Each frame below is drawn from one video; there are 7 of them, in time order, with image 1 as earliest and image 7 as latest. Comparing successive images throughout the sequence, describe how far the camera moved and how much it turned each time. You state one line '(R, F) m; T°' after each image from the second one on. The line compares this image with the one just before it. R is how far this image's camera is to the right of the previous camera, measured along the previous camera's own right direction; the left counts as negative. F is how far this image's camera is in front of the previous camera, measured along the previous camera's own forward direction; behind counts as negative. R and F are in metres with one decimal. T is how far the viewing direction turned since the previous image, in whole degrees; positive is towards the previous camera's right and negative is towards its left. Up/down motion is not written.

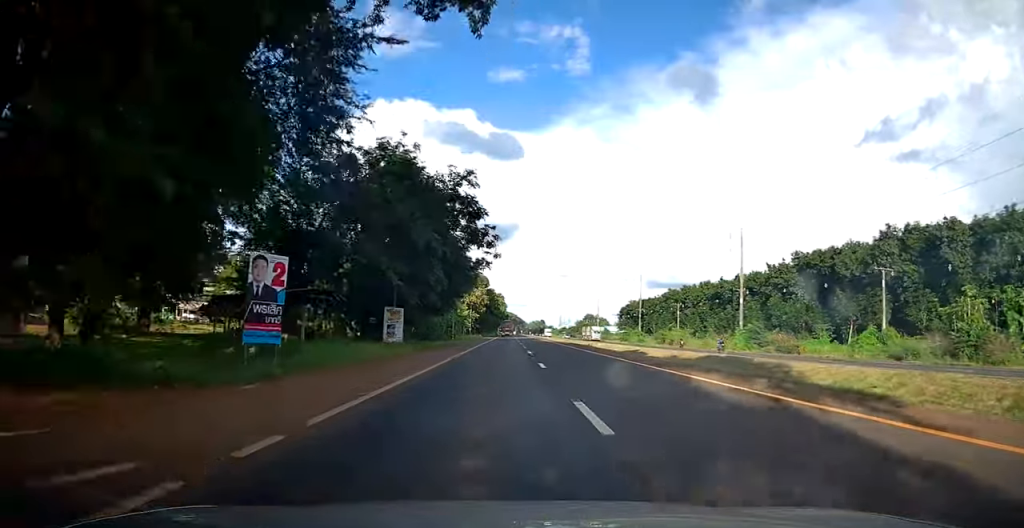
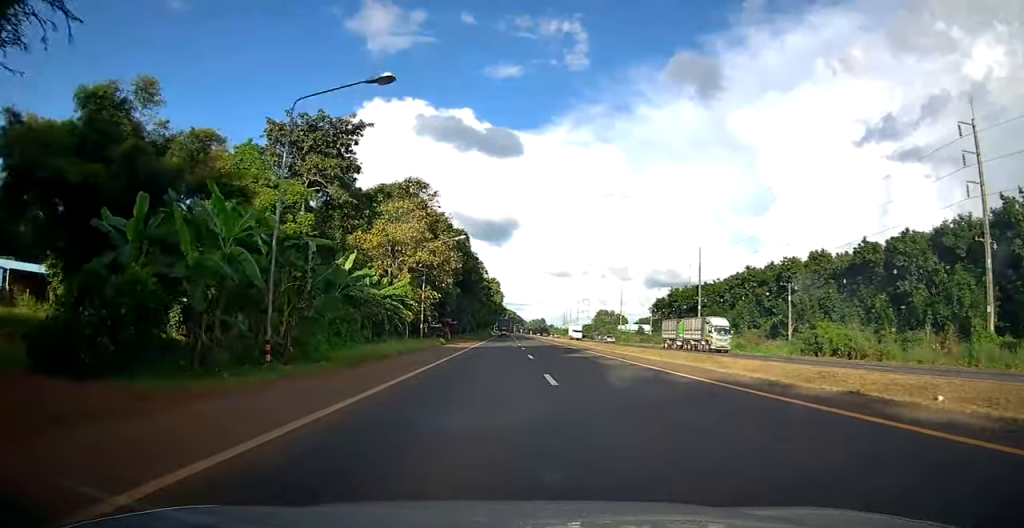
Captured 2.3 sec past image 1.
(-0.6, +54.8) m; 0°
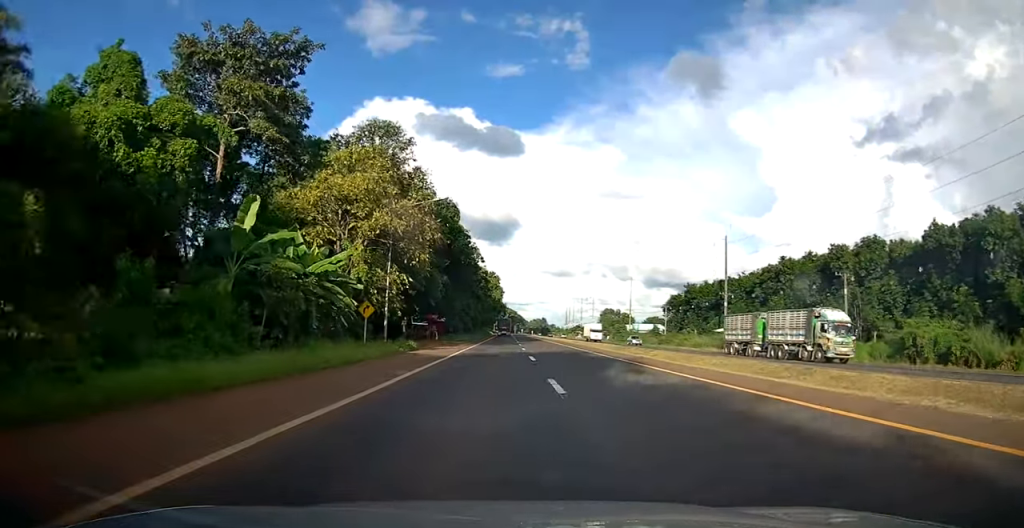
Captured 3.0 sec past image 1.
(+0.1, +14.2) m; 0°
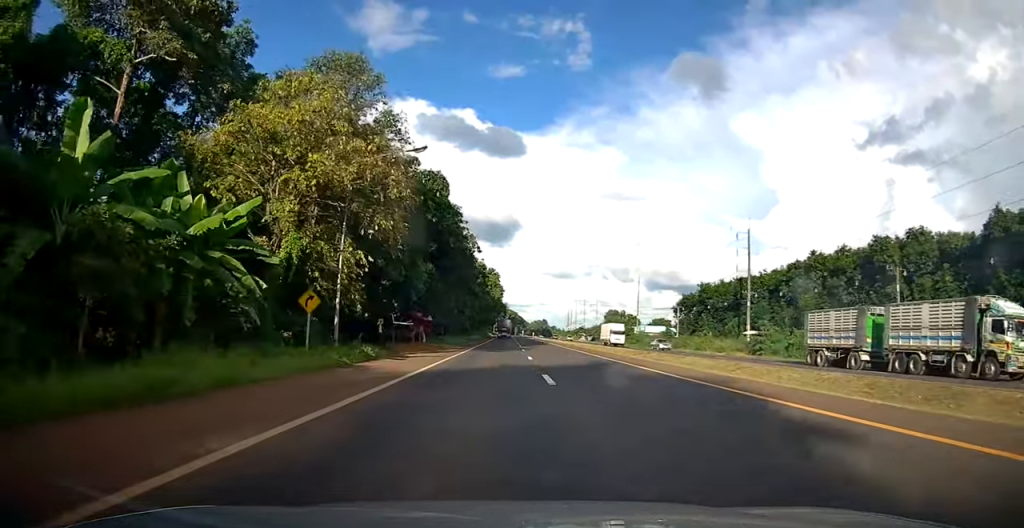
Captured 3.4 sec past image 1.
(-0.1, +9.8) m; 0°
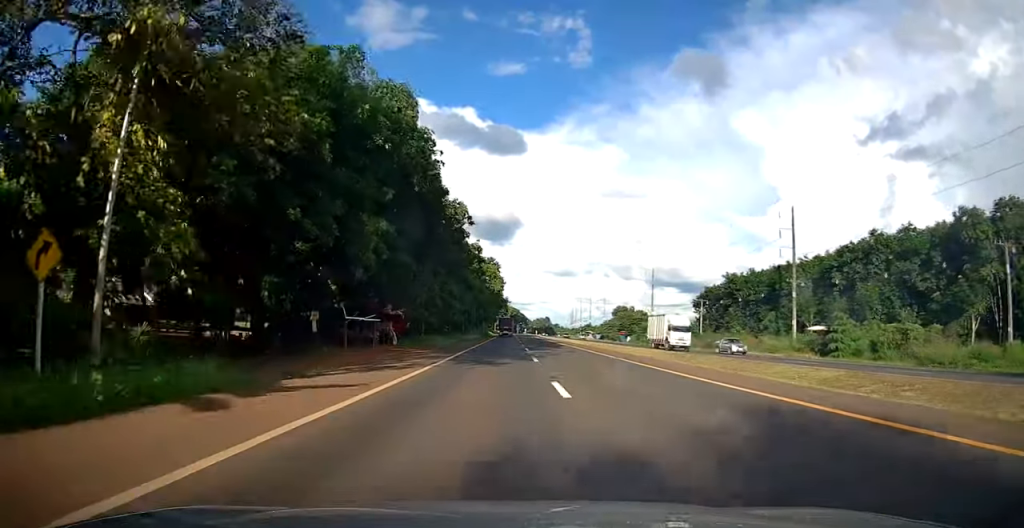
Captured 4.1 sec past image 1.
(-0.1, +15.0) m; 0°
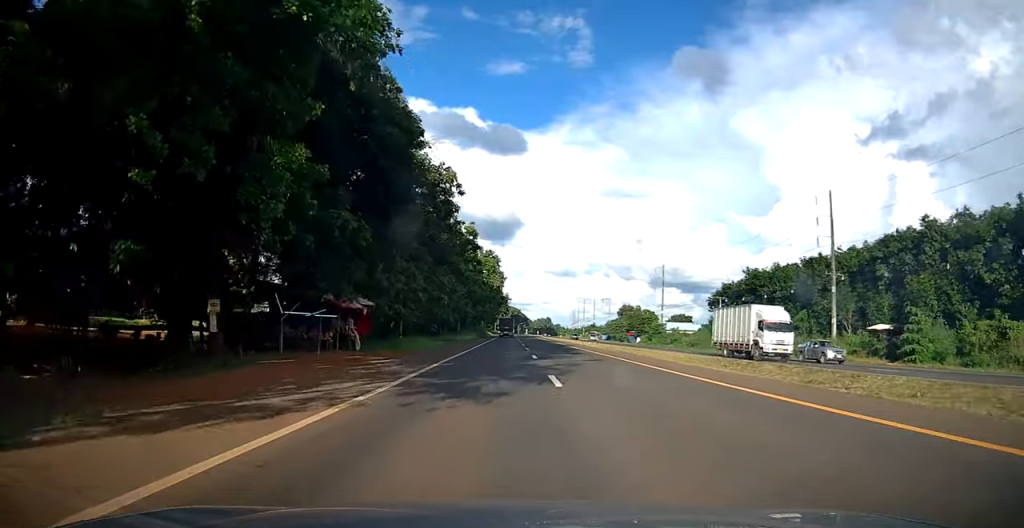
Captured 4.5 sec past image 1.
(0.0, +10.4) m; 0°
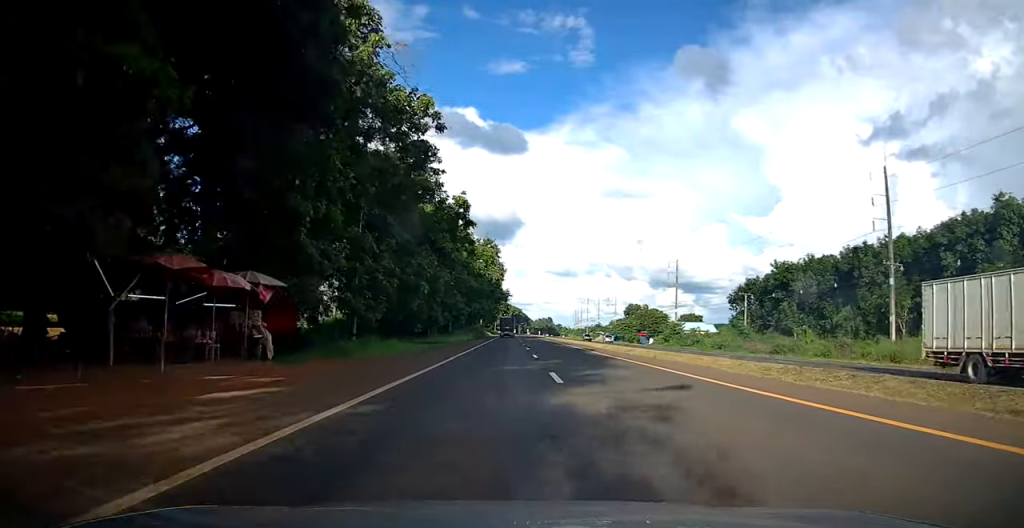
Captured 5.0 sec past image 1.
(0.0, +11.5) m; 0°
